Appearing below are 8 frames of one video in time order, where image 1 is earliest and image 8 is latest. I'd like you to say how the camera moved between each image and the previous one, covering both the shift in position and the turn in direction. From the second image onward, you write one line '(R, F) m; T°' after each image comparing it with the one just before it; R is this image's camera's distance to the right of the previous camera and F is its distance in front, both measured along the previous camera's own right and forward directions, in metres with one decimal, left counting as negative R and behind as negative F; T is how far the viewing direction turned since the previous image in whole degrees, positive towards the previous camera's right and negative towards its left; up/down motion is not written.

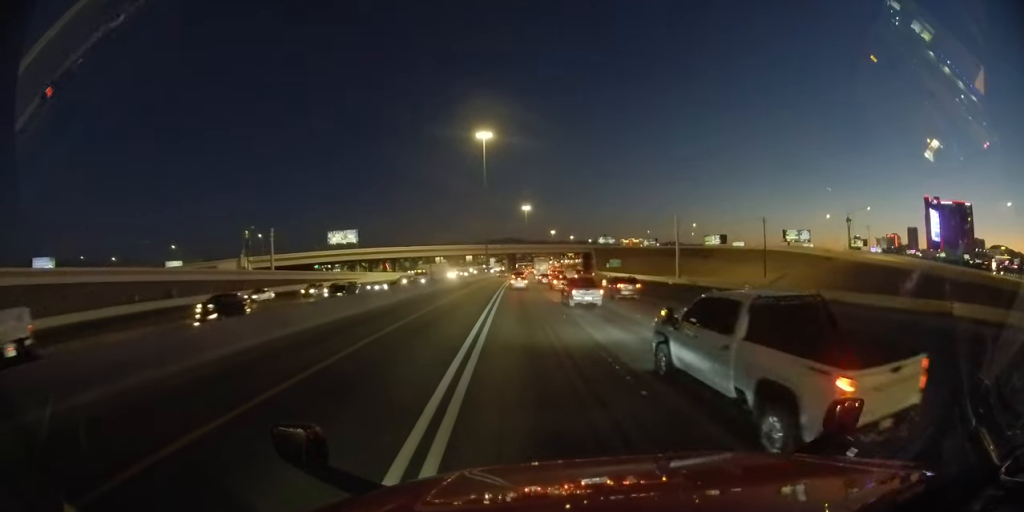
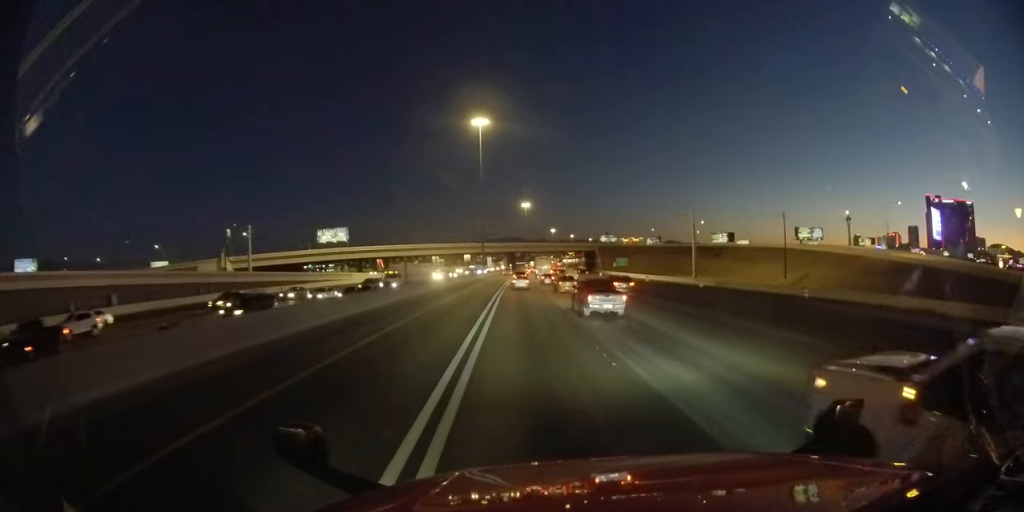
(+0.2, +9.8) m; +1°
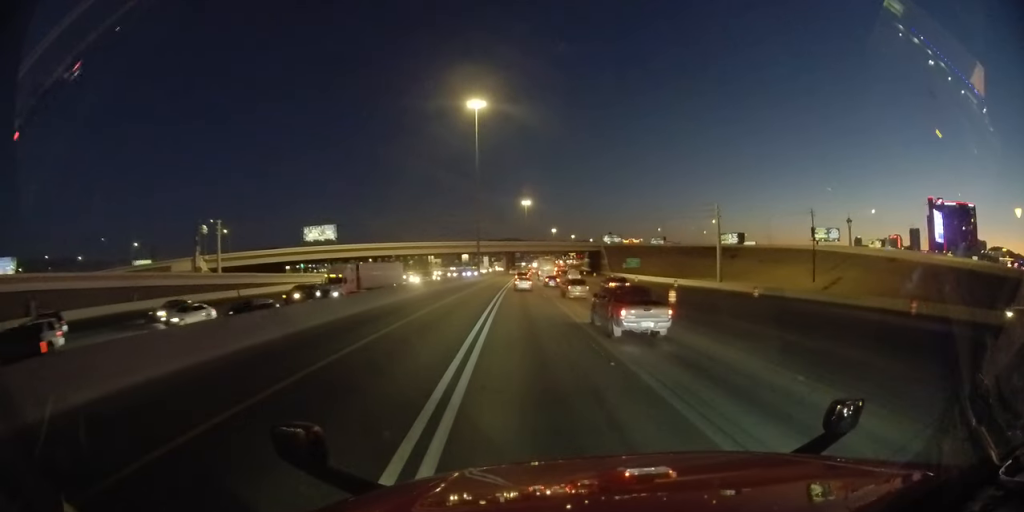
(0.0, +11.6) m; 0°
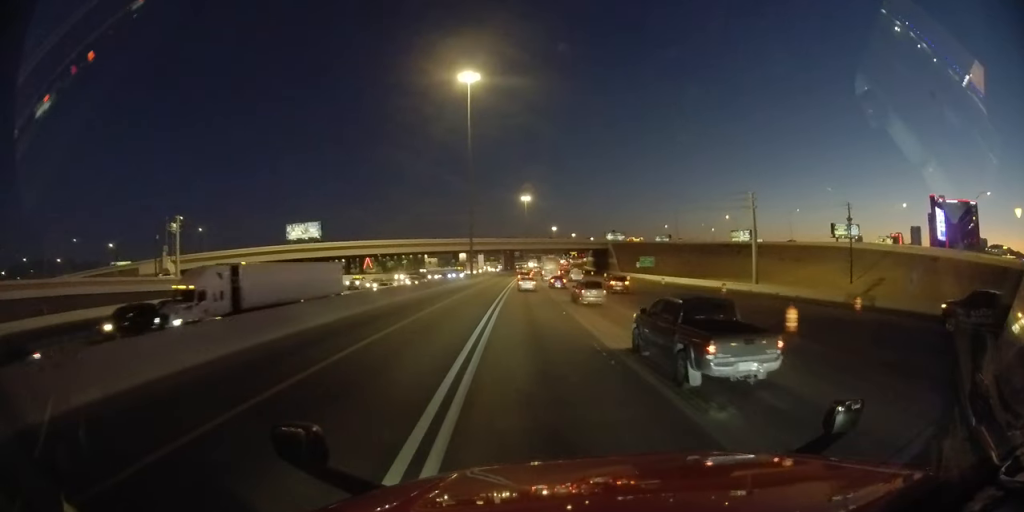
(-0.1, +13.0) m; 0°
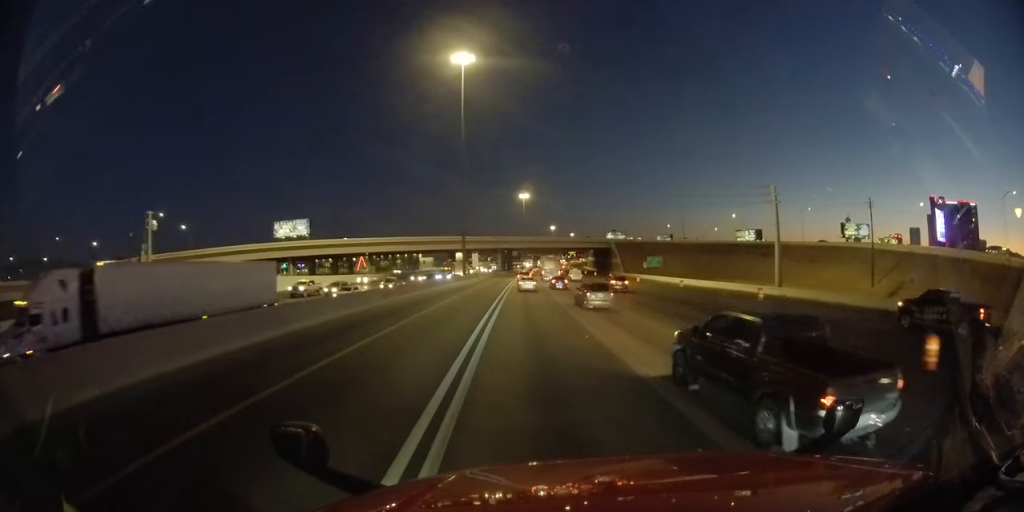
(+0.2, +7.1) m; 0°
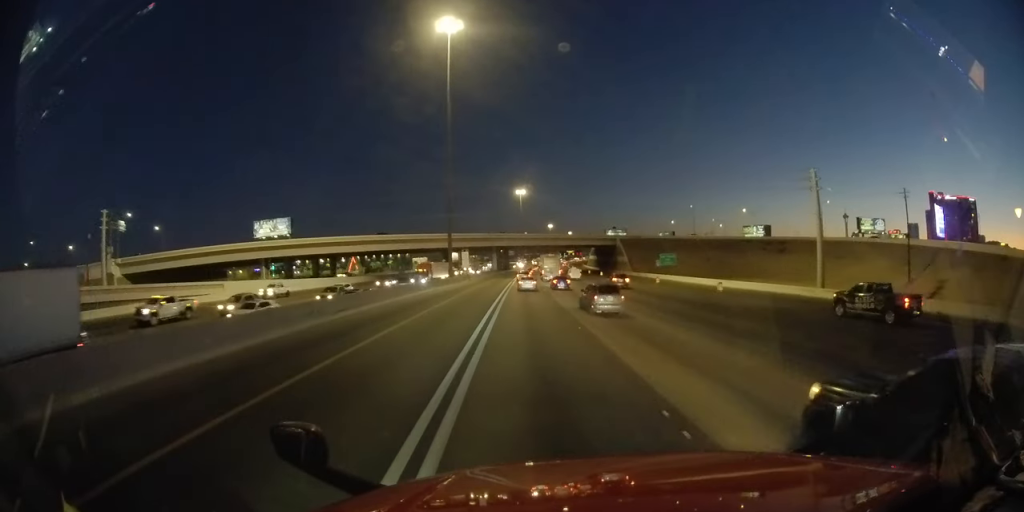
(-0.4, +10.6) m; 0°
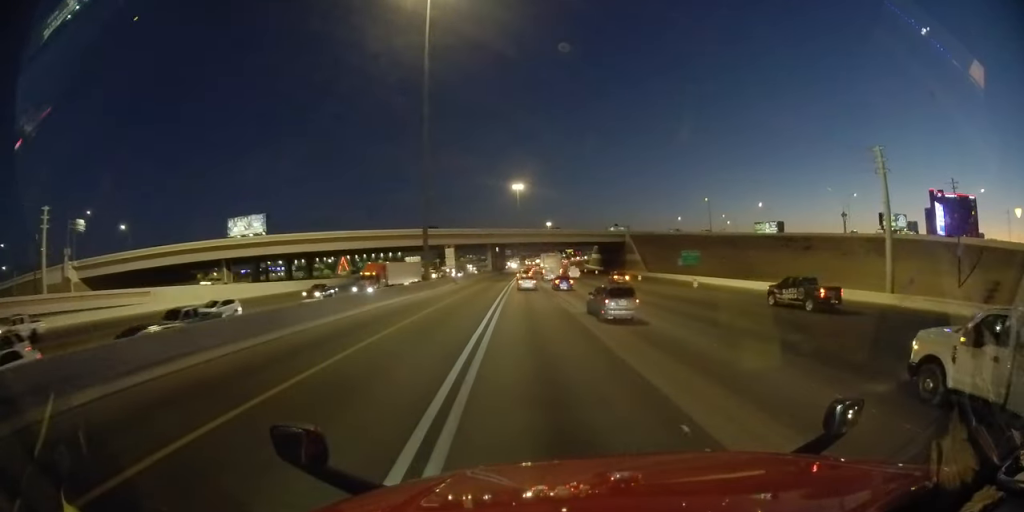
(+0.3, +12.8) m; -1°
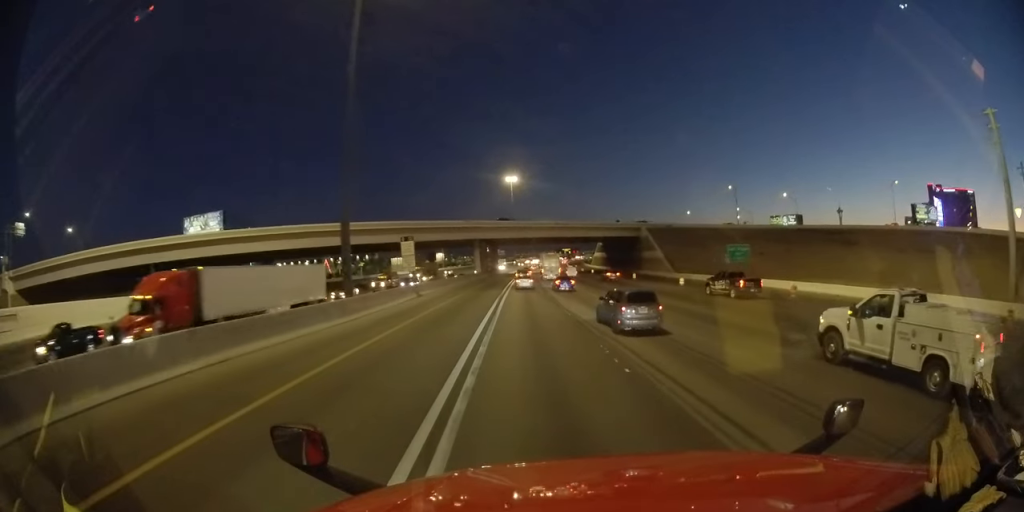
(-0.8, +17.9) m; -2°
